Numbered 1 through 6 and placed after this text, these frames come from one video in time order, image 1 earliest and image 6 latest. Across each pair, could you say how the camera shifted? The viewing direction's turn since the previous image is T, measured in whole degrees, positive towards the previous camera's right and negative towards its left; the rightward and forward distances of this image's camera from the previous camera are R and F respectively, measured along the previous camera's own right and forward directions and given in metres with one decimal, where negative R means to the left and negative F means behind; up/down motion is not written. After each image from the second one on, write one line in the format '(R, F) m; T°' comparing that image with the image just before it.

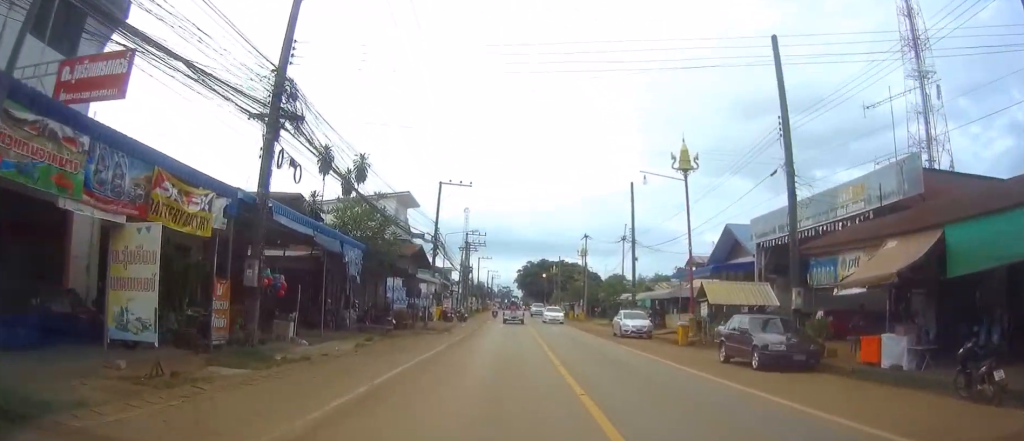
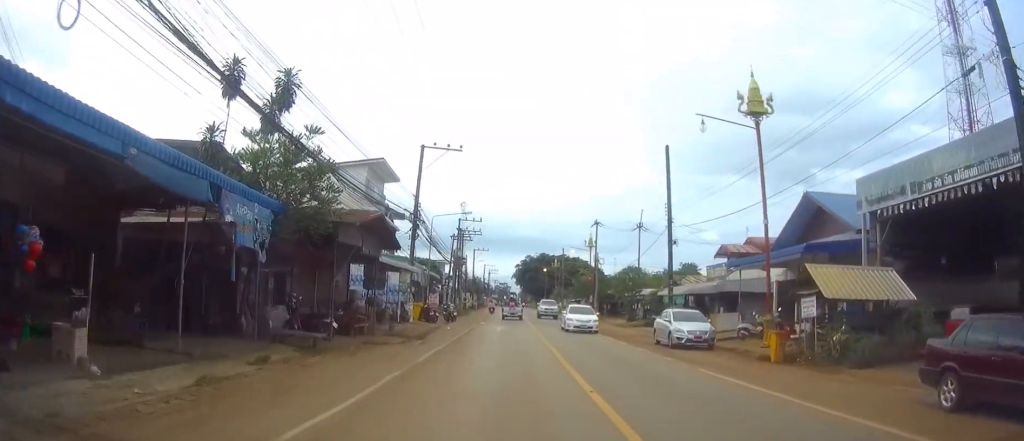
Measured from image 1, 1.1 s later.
(0.0, +11.6) m; +1°
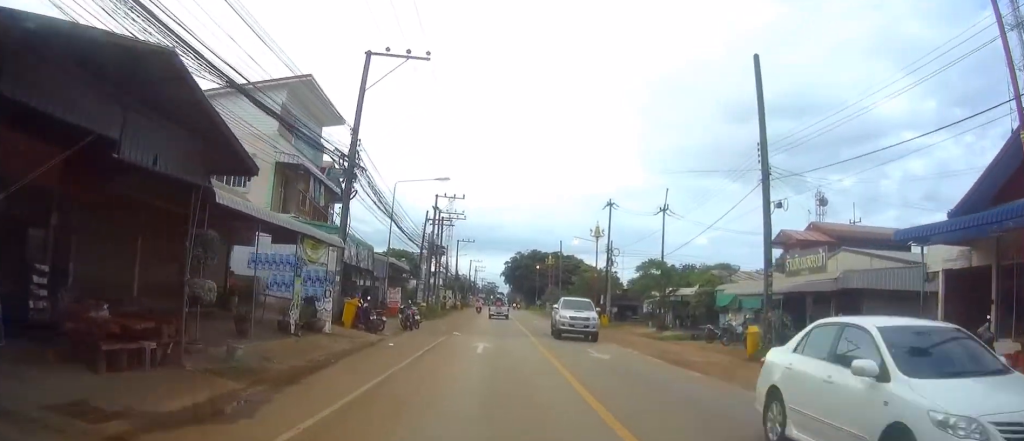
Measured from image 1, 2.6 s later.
(+0.4, +16.7) m; +2°
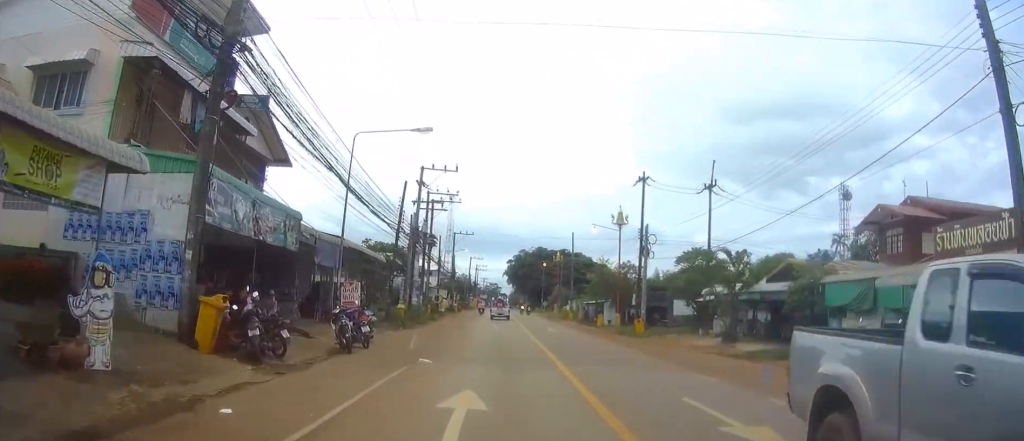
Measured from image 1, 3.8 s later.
(+0.1, +13.6) m; +1°
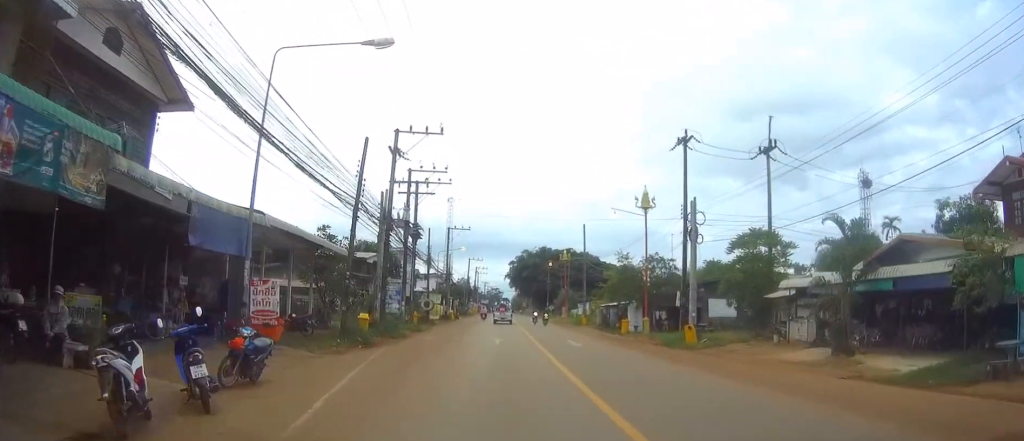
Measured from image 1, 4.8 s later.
(+0.1, +11.6) m; 0°
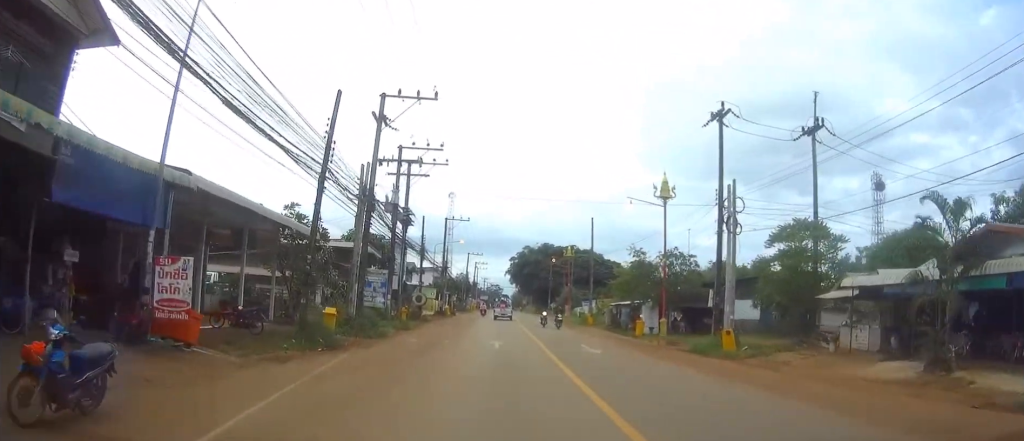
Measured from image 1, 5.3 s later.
(-0.1, +5.6) m; 0°
